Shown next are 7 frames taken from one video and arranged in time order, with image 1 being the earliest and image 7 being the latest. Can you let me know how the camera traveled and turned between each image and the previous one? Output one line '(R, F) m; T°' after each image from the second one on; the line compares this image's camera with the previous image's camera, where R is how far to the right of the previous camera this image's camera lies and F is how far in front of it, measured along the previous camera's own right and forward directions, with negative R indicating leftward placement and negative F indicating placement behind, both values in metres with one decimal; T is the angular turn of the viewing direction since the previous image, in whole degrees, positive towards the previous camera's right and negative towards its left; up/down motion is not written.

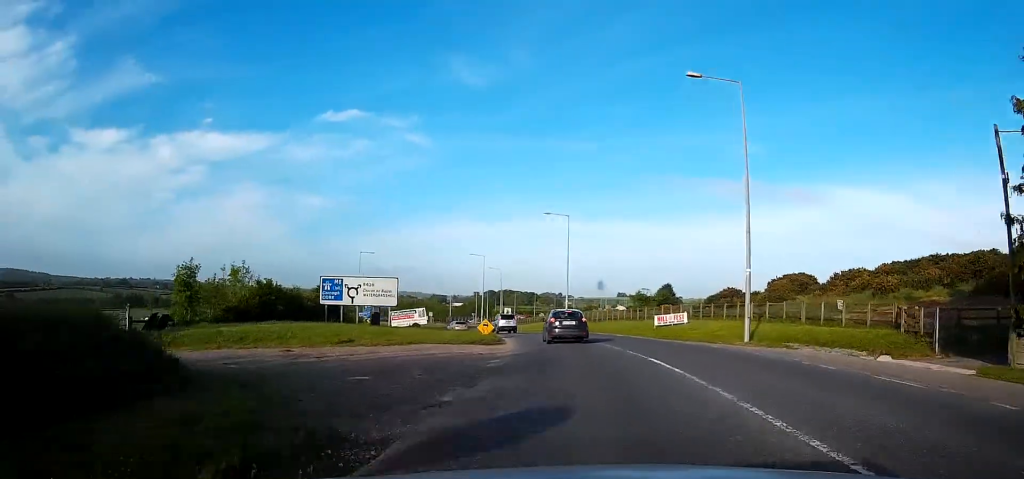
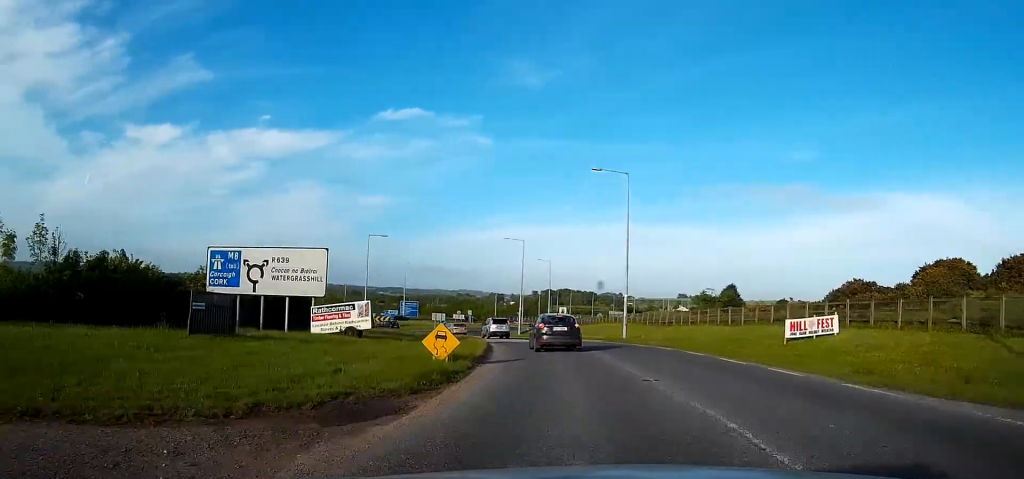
(-0.9, +19.0) m; -6°
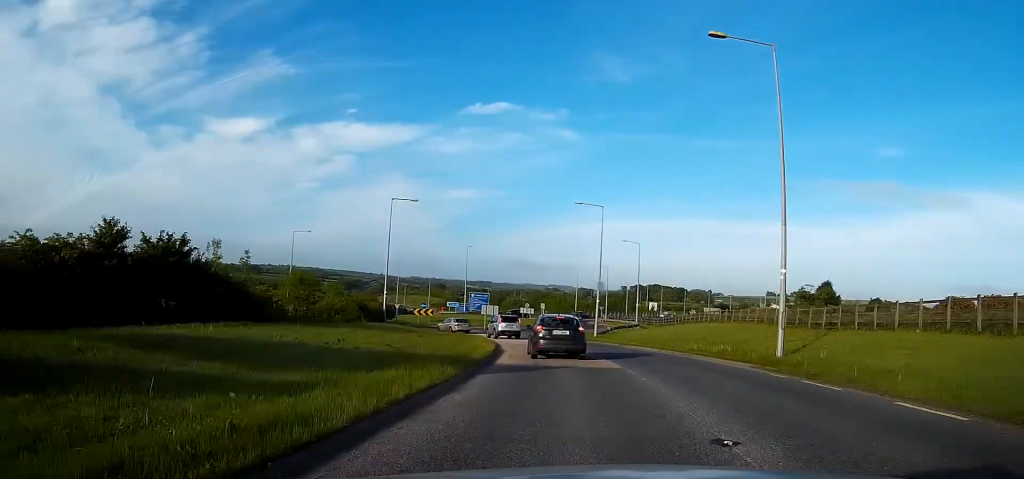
(-1.0, +20.9) m; -5°
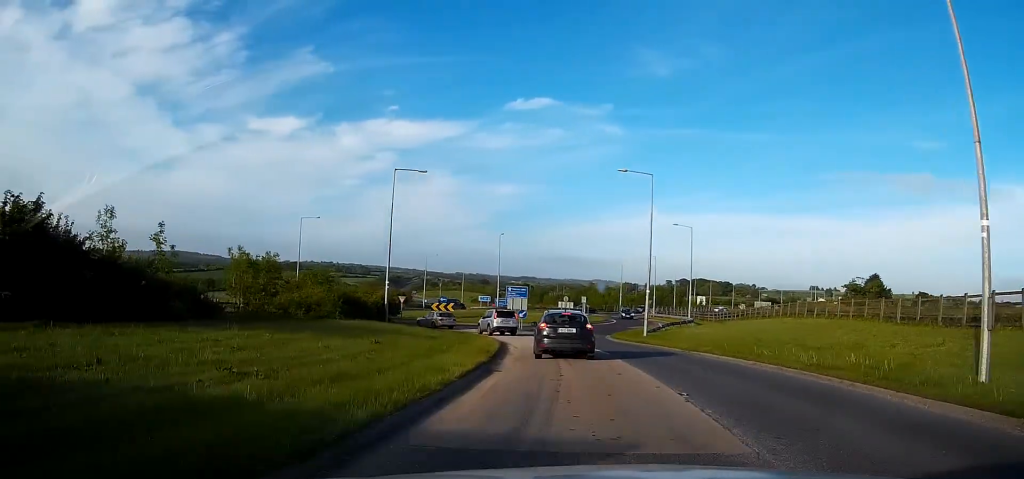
(-0.3, +10.5) m; -4°
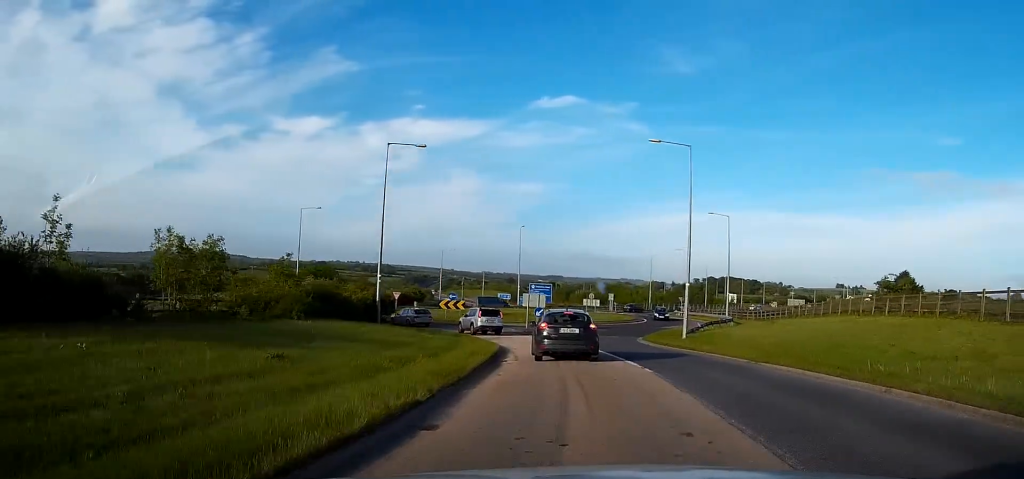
(-0.1, +7.2) m; -4°
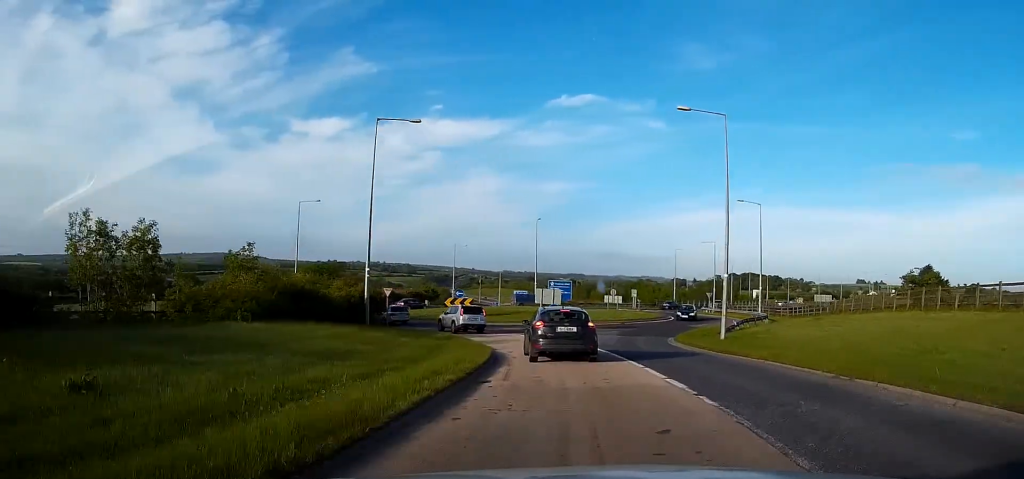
(-0.2, +5.3) m; -3°
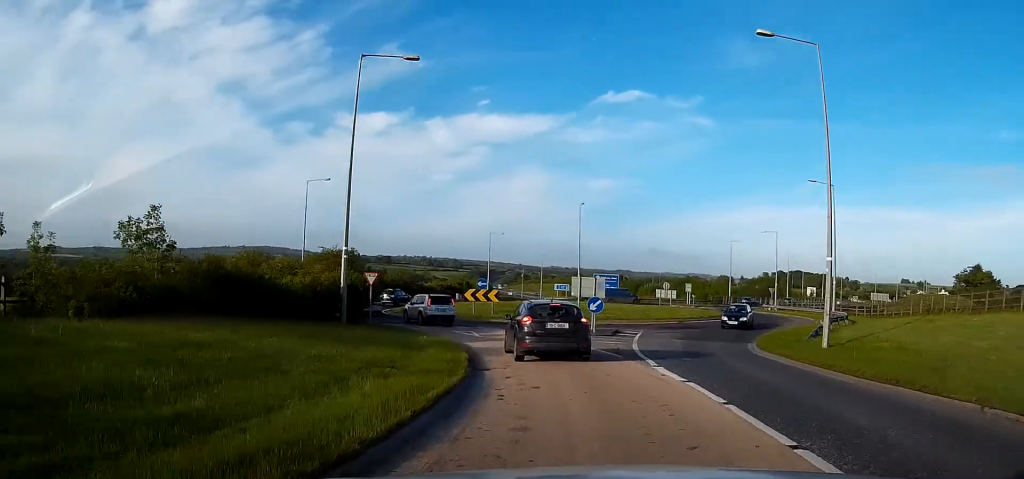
(-0.3, +8.9) m; -6°
